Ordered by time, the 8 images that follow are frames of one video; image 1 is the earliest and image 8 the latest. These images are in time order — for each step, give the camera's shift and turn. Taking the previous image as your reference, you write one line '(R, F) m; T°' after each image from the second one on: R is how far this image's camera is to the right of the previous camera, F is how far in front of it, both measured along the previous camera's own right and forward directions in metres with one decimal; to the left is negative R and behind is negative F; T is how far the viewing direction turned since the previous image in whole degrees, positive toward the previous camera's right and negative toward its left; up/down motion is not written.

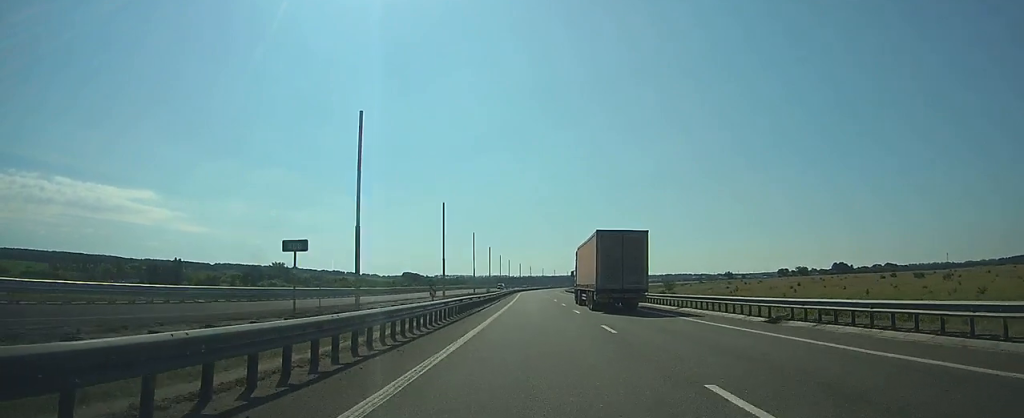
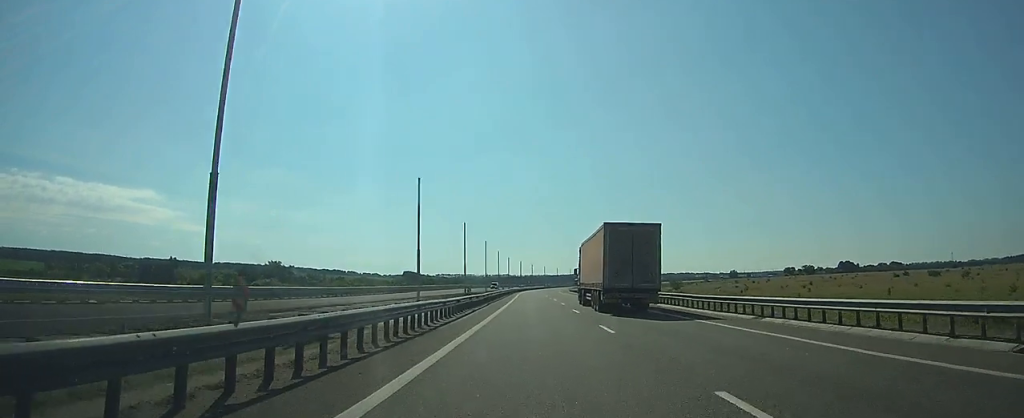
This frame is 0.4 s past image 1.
(0.0, +12.3) m; 0°
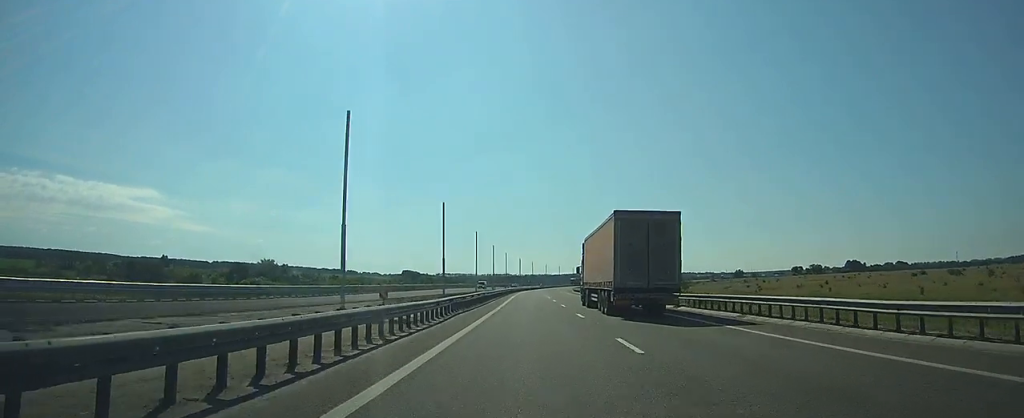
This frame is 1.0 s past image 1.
(0.0, +17.1) m; 0°
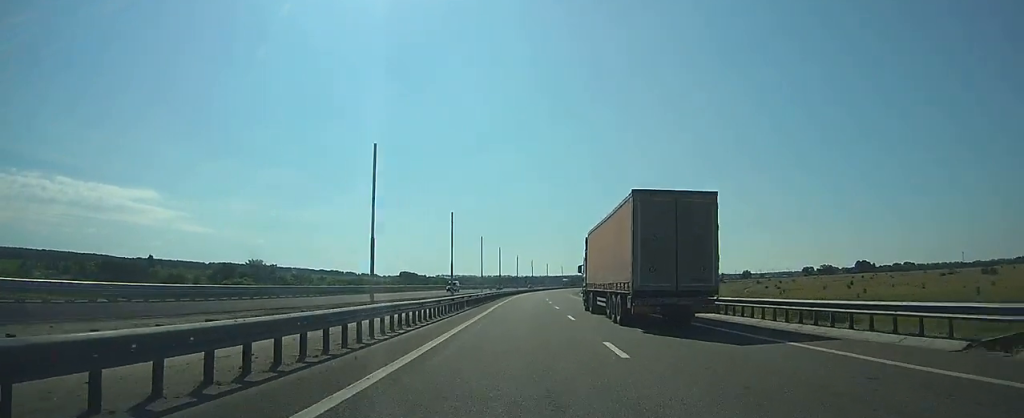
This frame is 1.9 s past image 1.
(-0.2, +24.5) m; 0°
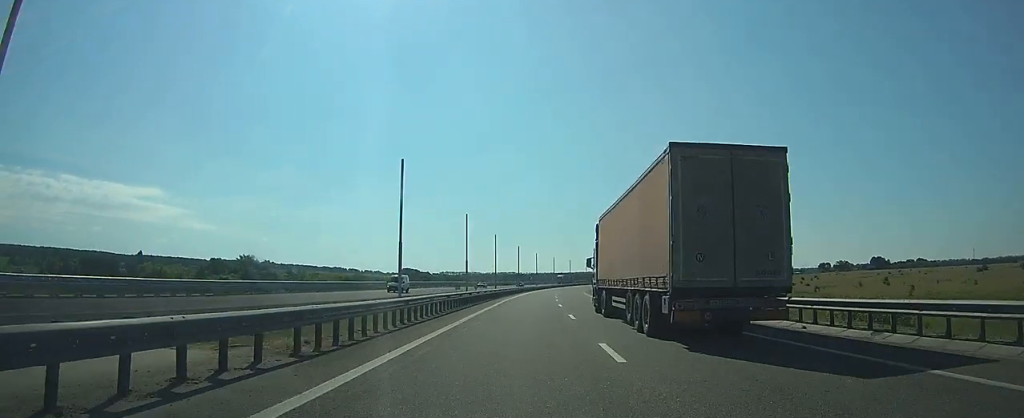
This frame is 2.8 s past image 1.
(-0.1, +25.3) m; 0°
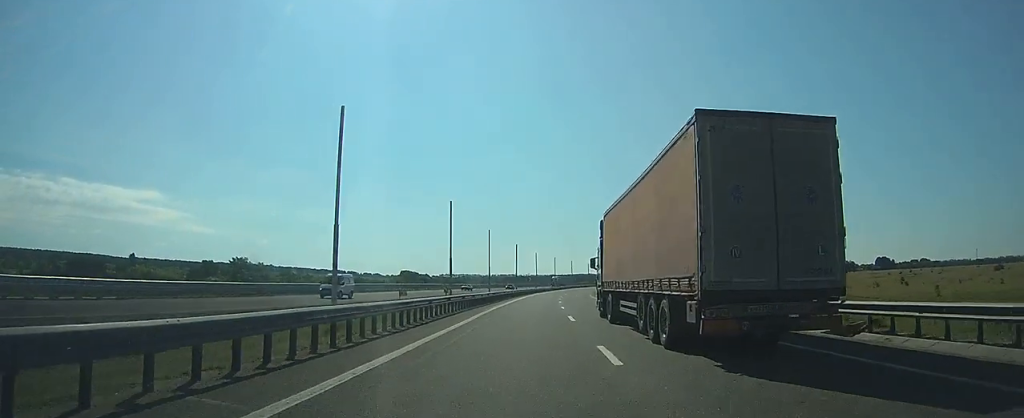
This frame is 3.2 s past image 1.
(0.0, +12.1) m; 0°
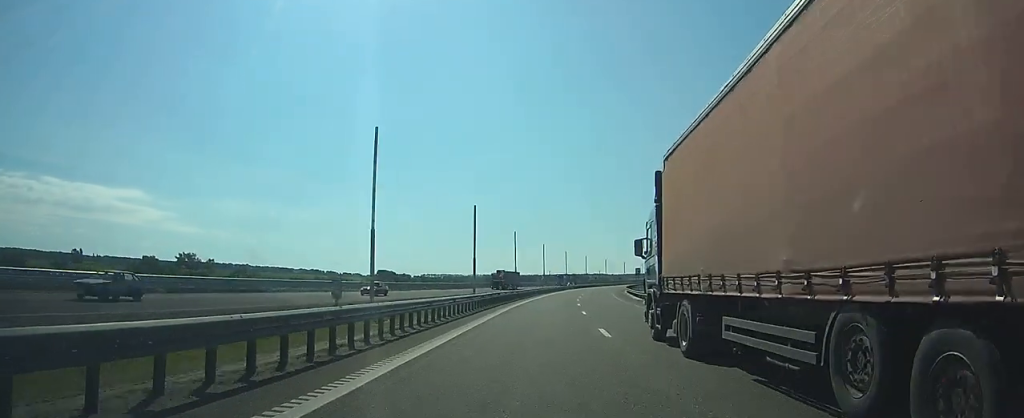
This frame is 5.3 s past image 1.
(-0.1, +55.6) m; 0°
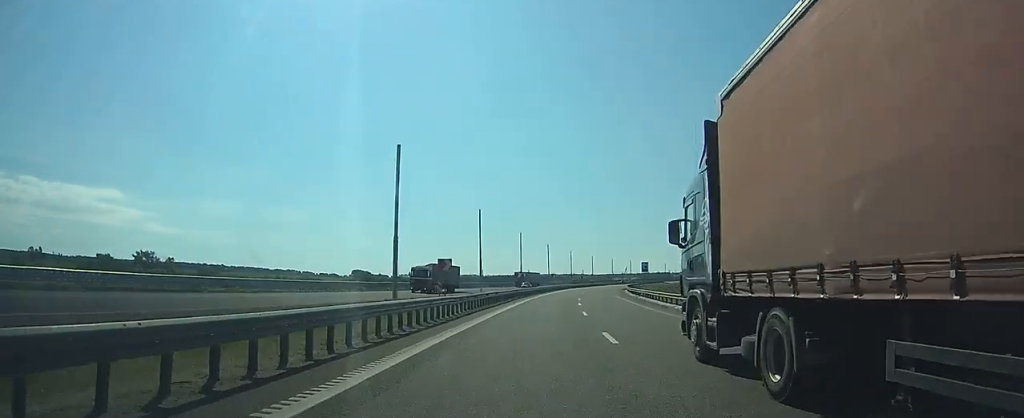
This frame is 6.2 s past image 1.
(+0.1, +25.9) m; +2°
